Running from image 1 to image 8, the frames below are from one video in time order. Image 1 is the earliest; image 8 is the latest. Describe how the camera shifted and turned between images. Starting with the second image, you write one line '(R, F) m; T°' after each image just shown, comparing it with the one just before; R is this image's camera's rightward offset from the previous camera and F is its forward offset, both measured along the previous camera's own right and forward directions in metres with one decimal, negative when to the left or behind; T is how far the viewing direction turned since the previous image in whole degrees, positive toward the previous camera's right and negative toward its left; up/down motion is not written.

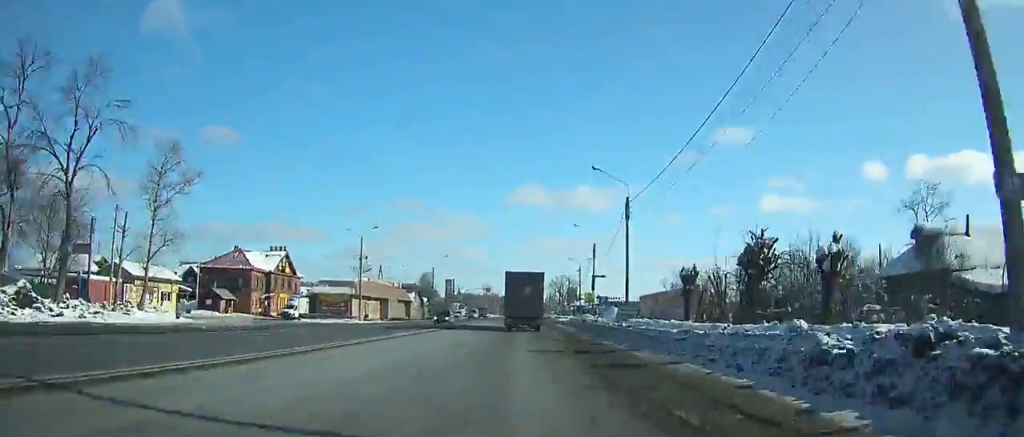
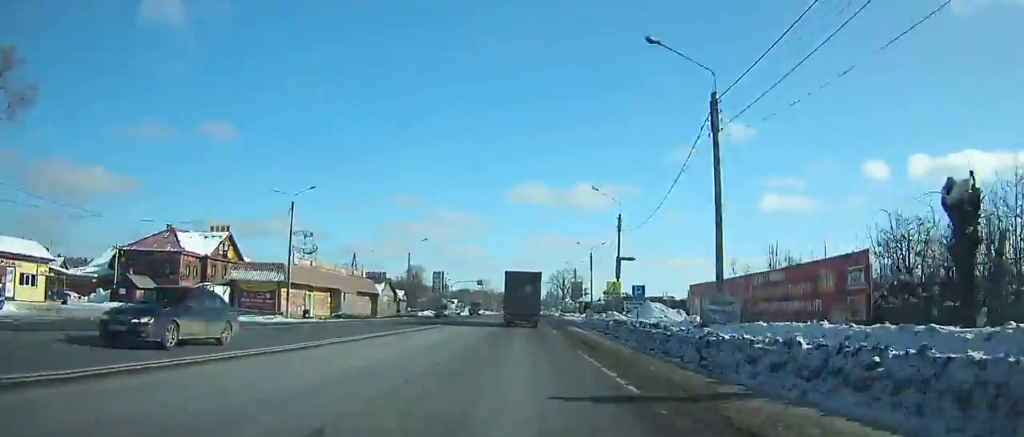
(0.0, +20.8) m; 0°
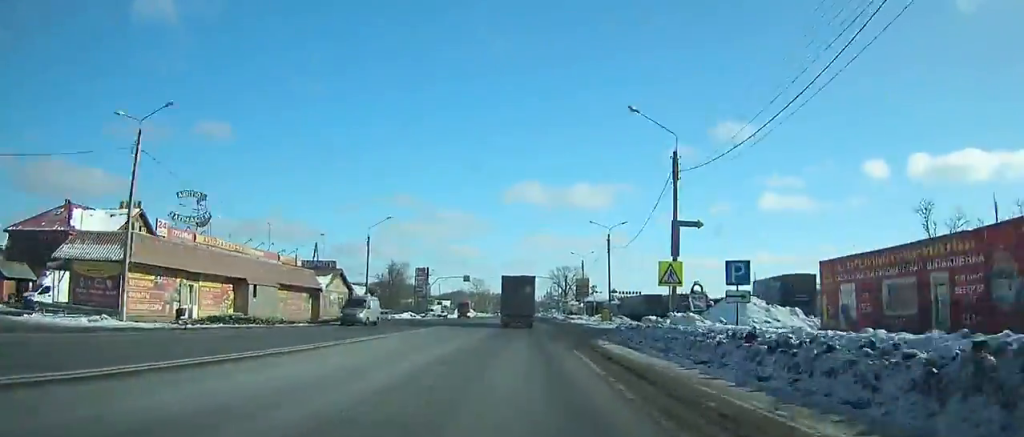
(+0.1, +20.7) m; 0°
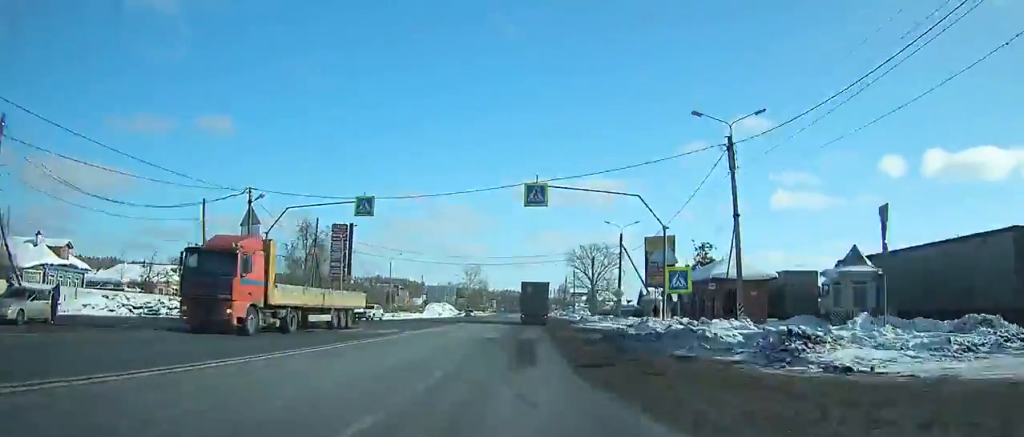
(+0.2, +65.4) m; 0°
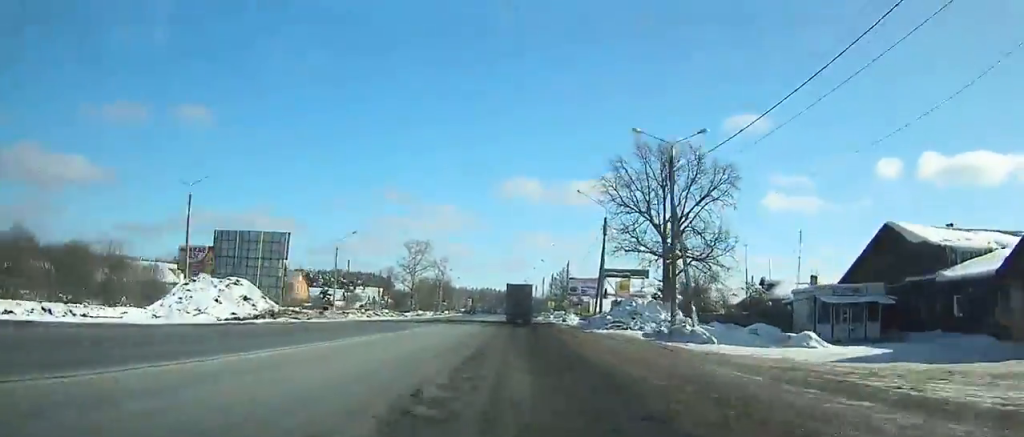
(+0.2, +85.7) m; 0°
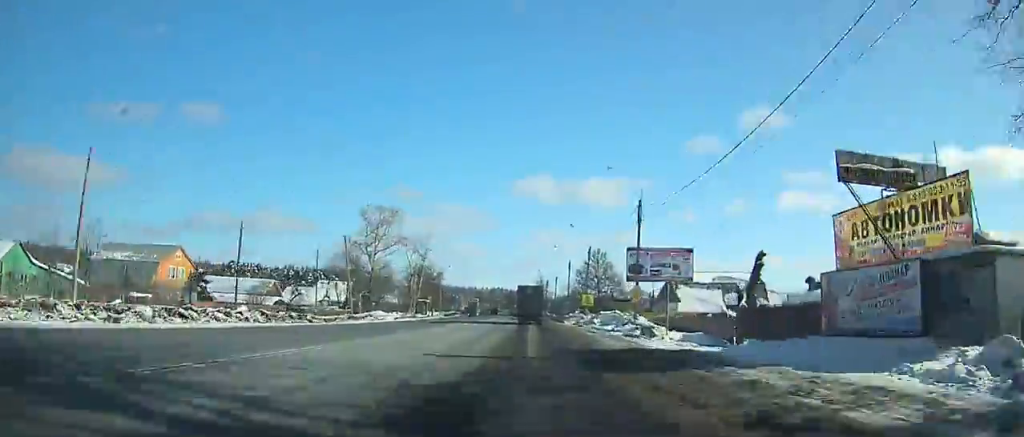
(-0.1, +47.8) m; 0°
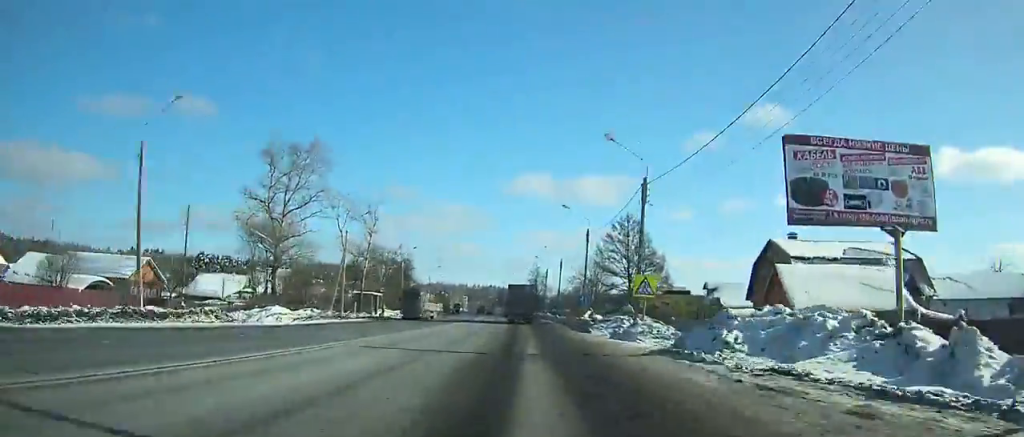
(+0.1, +34.3) m; 0°
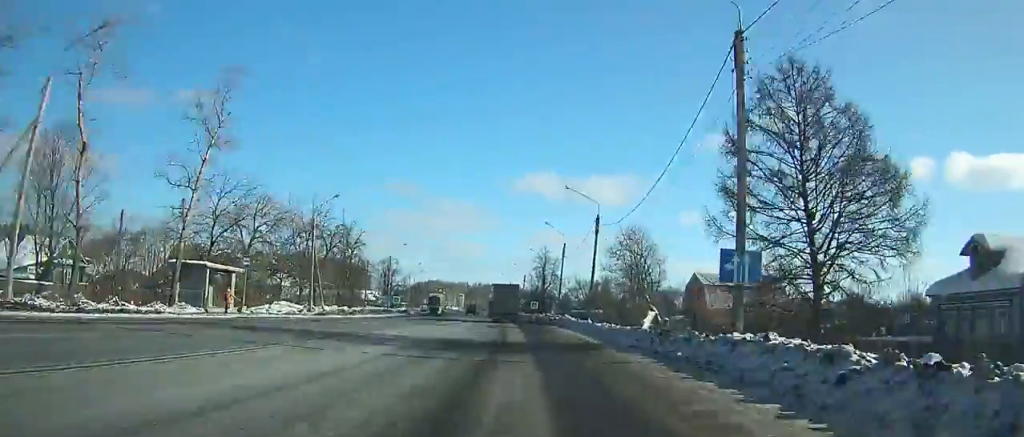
(0.0, +41.4) m; -1°
